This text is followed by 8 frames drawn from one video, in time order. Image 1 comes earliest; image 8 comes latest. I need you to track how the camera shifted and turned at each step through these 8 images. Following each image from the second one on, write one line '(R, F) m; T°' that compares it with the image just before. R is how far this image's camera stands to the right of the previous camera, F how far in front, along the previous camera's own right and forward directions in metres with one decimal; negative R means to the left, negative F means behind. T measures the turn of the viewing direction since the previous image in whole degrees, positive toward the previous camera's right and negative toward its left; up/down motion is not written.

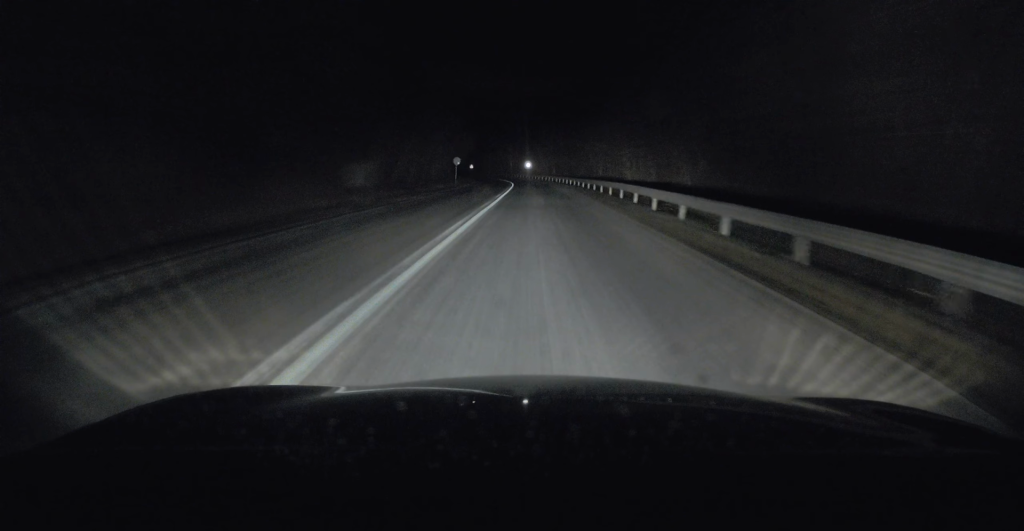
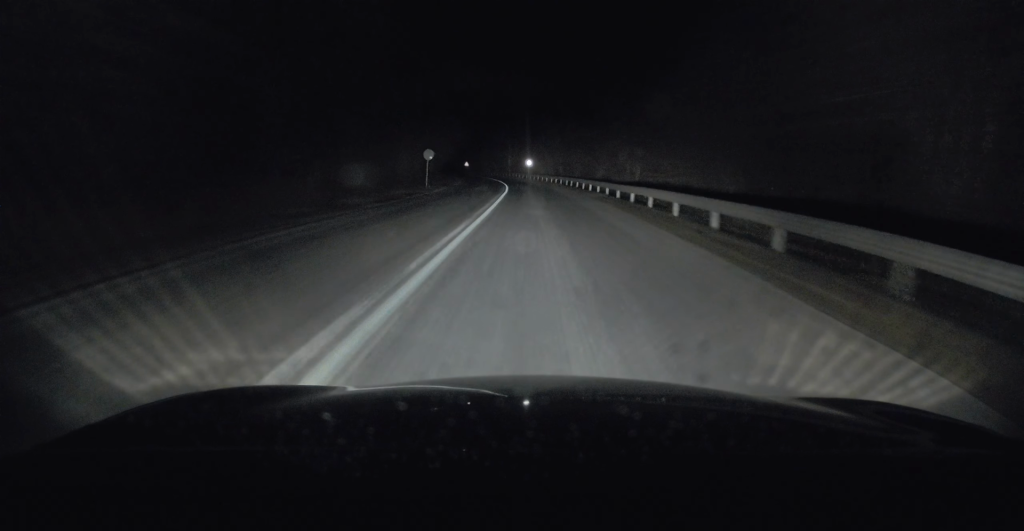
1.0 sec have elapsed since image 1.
(-0.2, +17.7) m; -1°
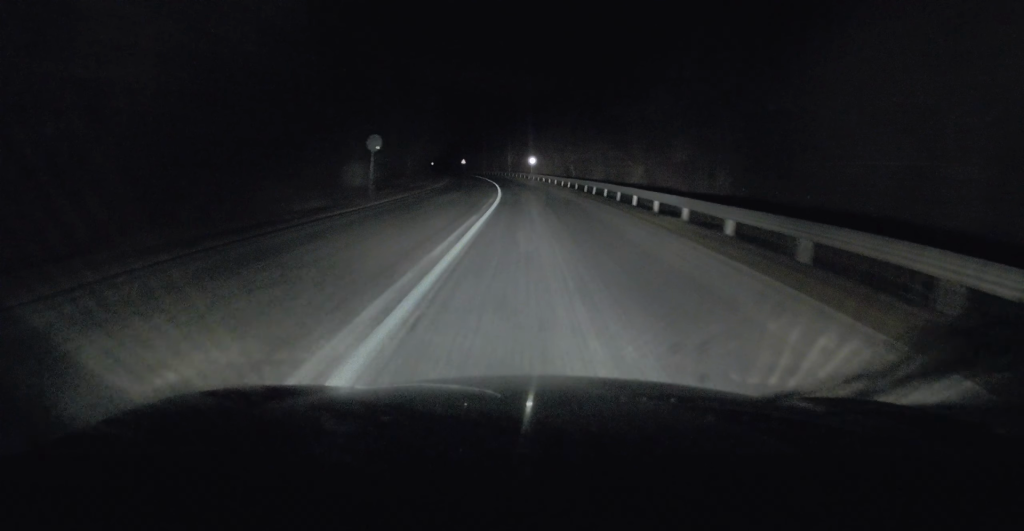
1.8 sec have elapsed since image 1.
(-0.3, +15.9) m; -1°
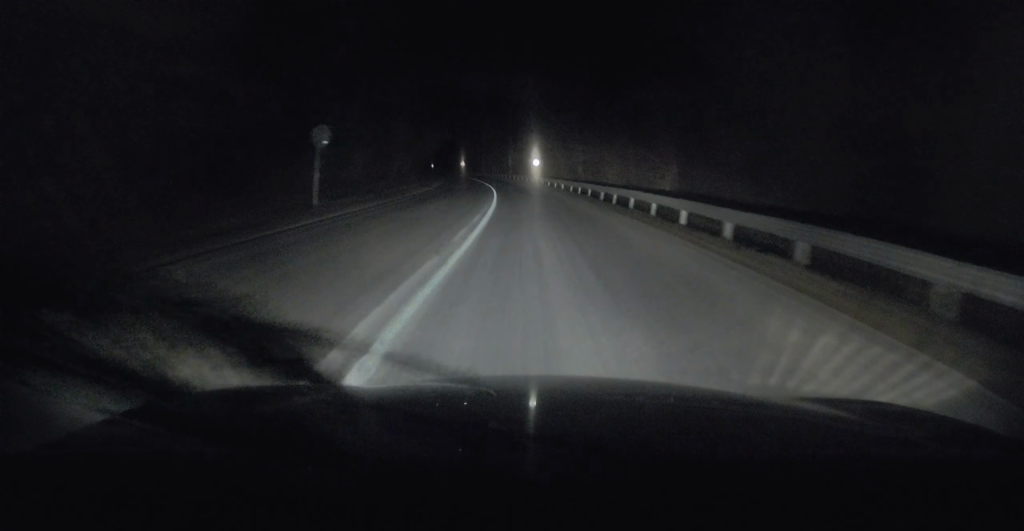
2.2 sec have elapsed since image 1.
(0.0, +7.4) m; 0°
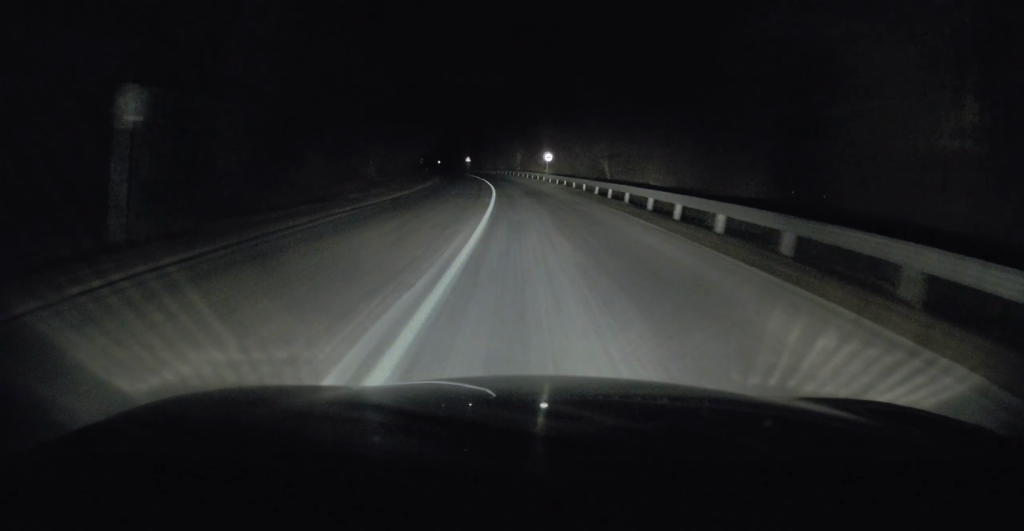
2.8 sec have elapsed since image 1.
(0.0, +10.5) m; 0°
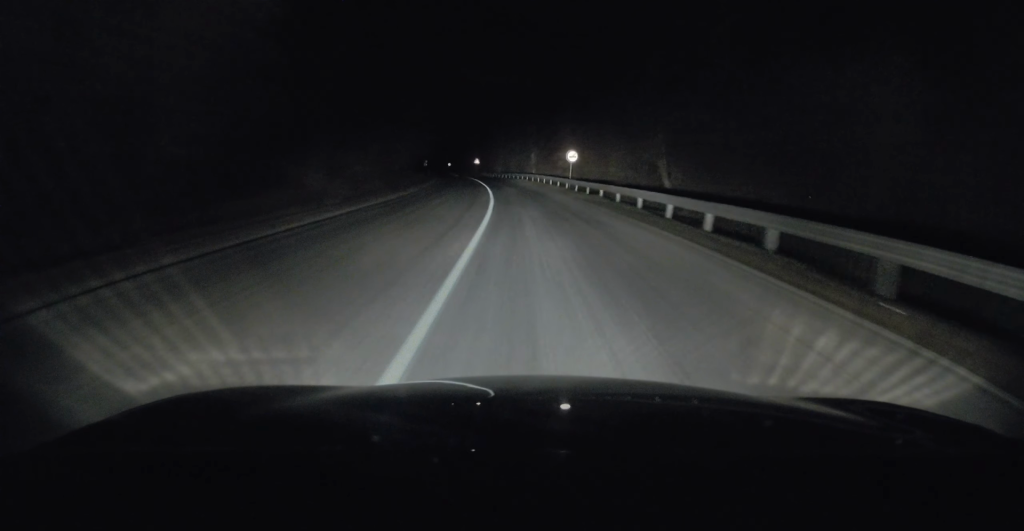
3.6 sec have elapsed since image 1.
(0.0, +14.4) m; 0°
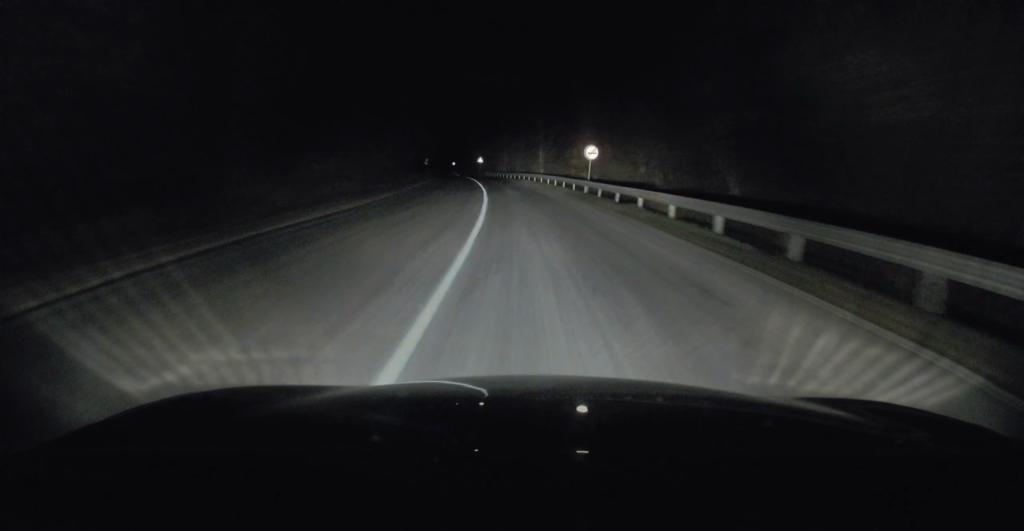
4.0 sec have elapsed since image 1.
(0.0, +8.8) m; -1°
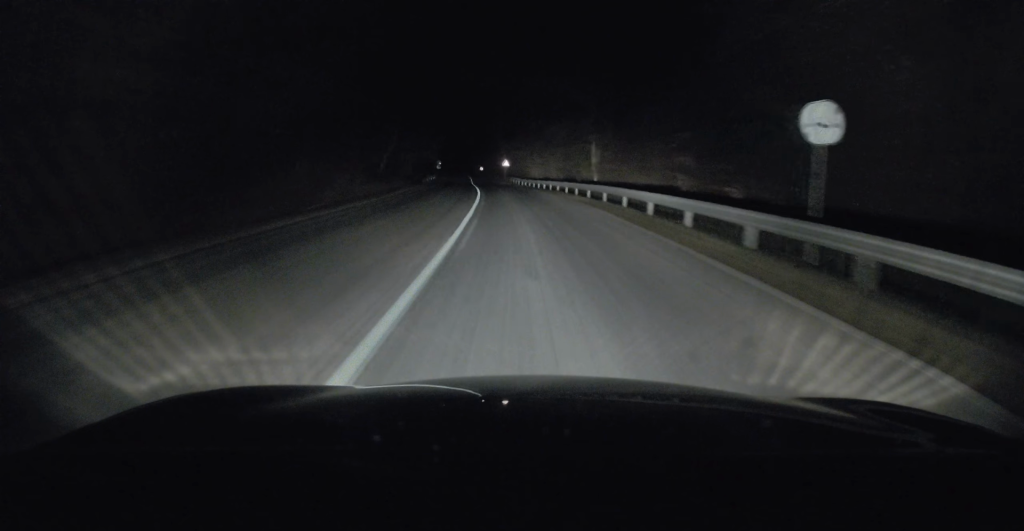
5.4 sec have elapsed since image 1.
(-0.8, +25.7) m; -3°
